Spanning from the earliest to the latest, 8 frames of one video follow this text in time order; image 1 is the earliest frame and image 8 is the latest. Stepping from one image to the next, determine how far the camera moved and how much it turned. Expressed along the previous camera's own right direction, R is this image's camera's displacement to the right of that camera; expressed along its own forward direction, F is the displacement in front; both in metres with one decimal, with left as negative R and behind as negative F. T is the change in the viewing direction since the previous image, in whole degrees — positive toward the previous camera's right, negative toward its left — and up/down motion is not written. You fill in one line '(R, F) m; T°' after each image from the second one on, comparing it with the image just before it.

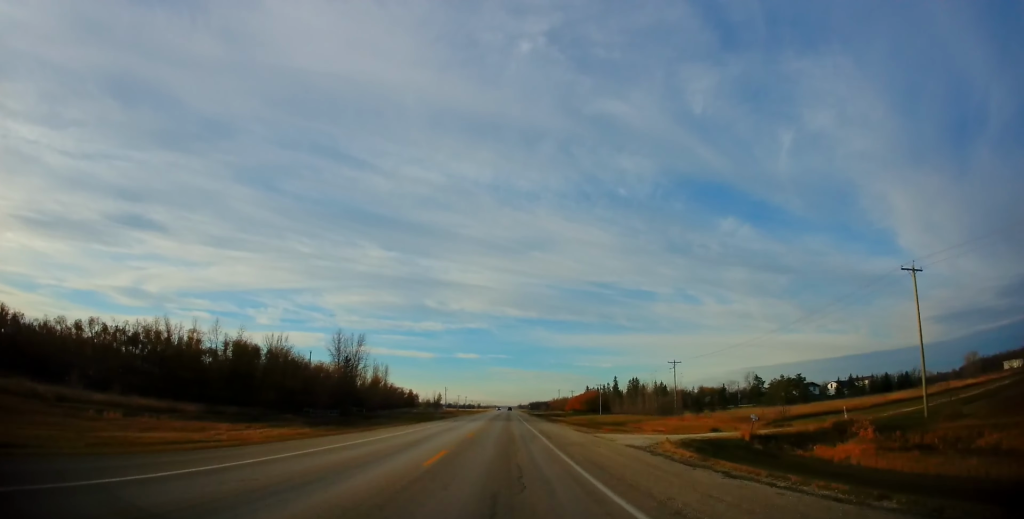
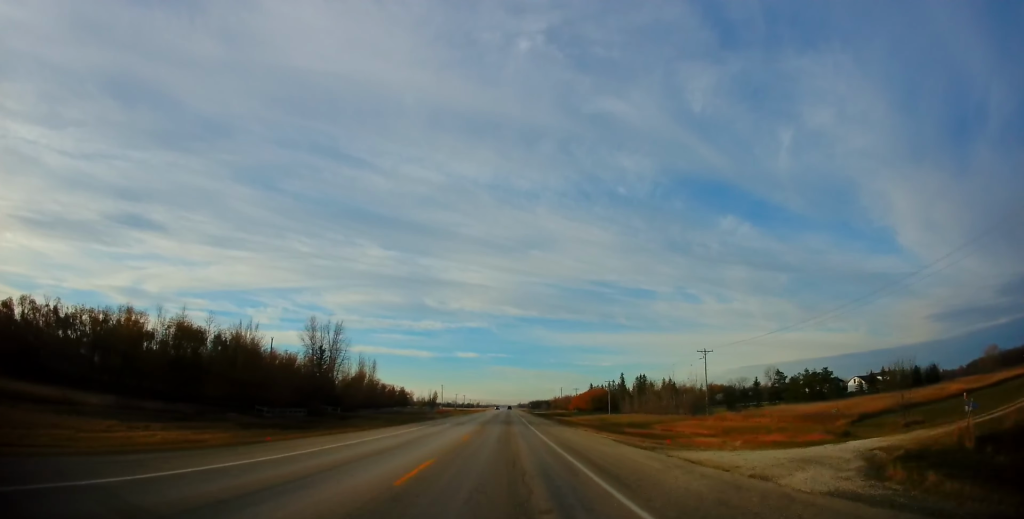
(+0.1, +15.5) m; 0°
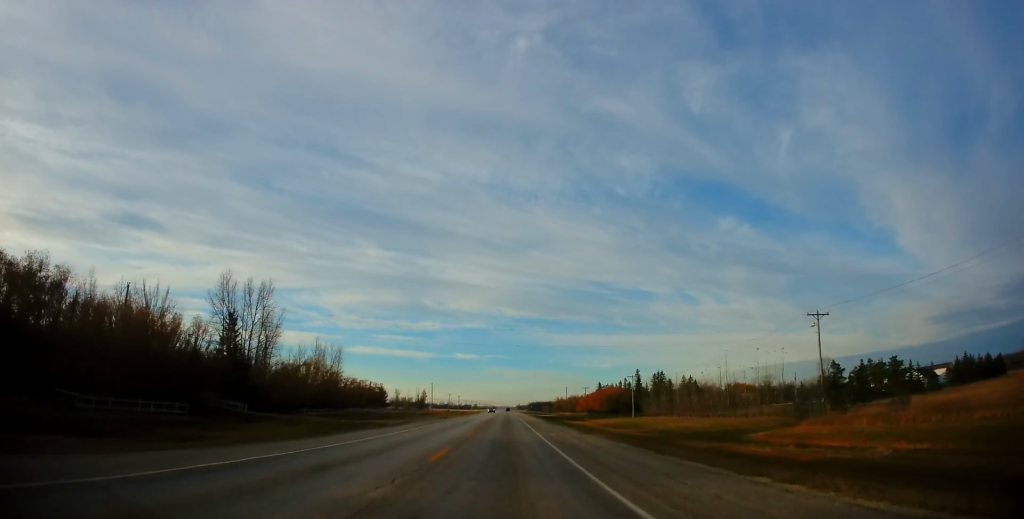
(+0.1, +30.2) m; +1°
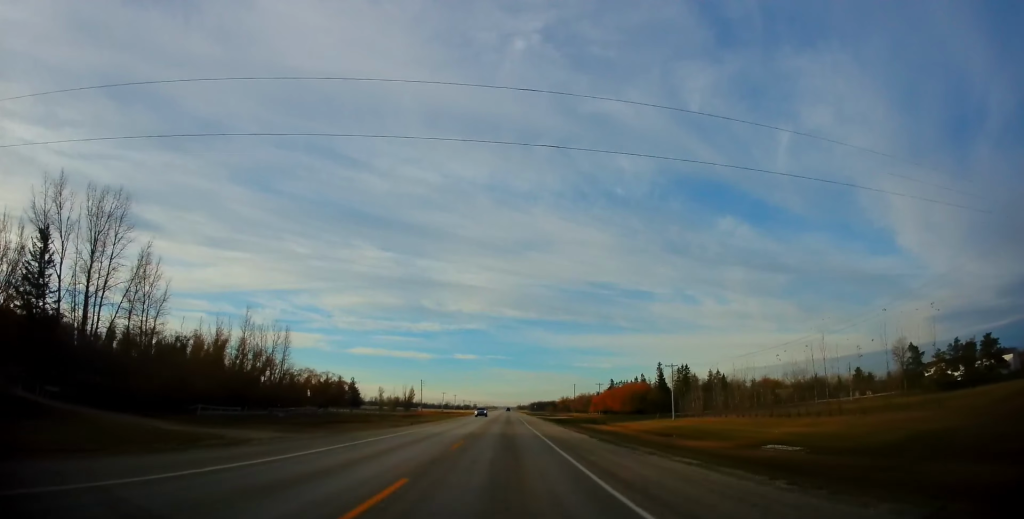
(+0.3, +27.4) m; 0°
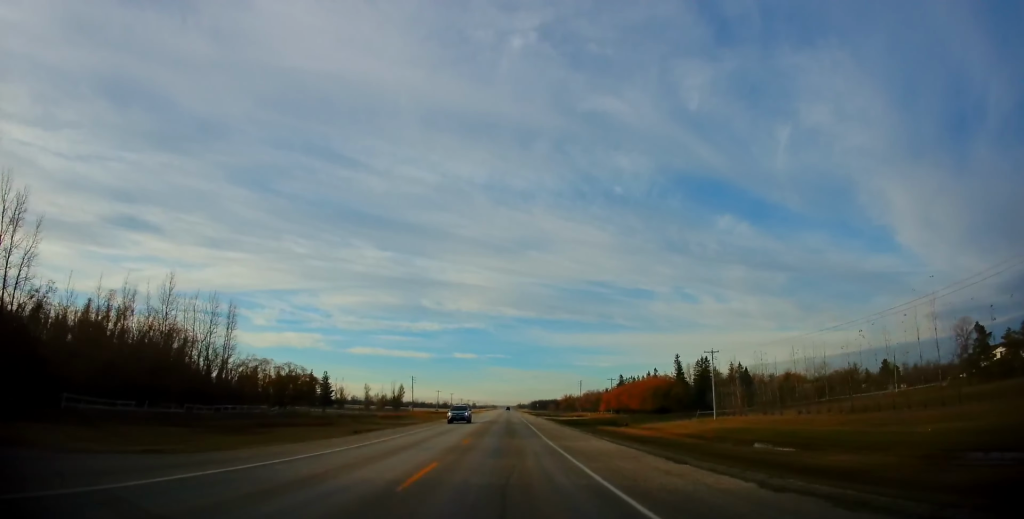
(0.0, +17.3) m; -1°
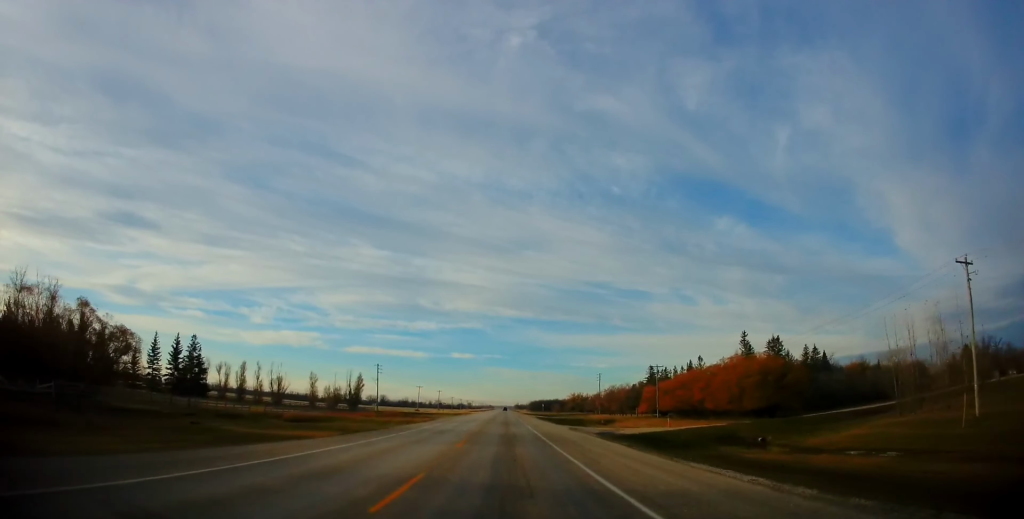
(-0.6, +44.7) m; 0°
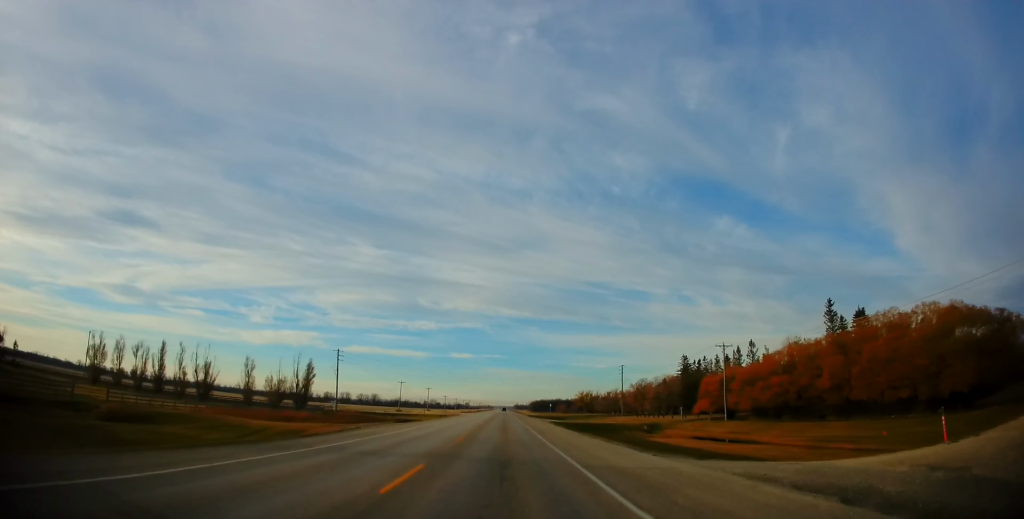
(+0.9, +34.8) m; +2°
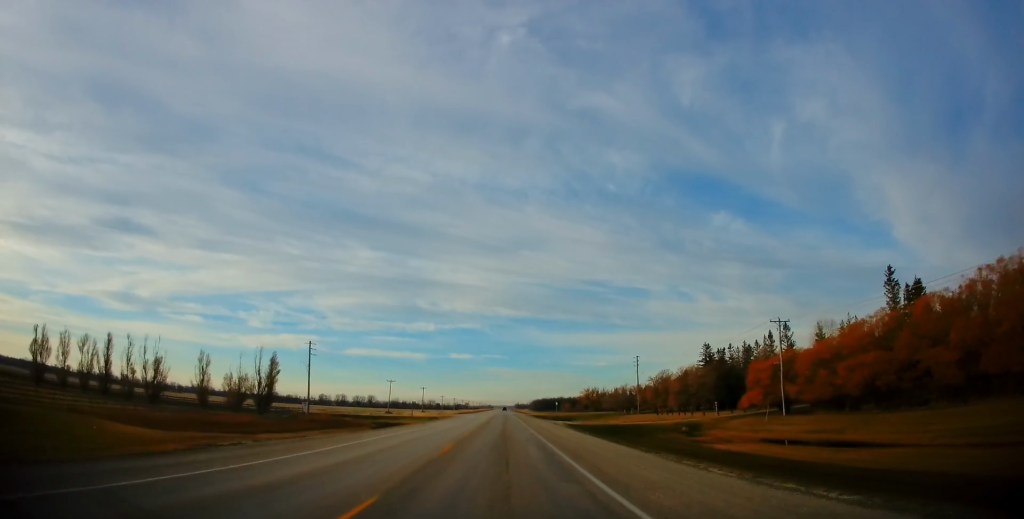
(+0.4, +17.1) m; -1°
